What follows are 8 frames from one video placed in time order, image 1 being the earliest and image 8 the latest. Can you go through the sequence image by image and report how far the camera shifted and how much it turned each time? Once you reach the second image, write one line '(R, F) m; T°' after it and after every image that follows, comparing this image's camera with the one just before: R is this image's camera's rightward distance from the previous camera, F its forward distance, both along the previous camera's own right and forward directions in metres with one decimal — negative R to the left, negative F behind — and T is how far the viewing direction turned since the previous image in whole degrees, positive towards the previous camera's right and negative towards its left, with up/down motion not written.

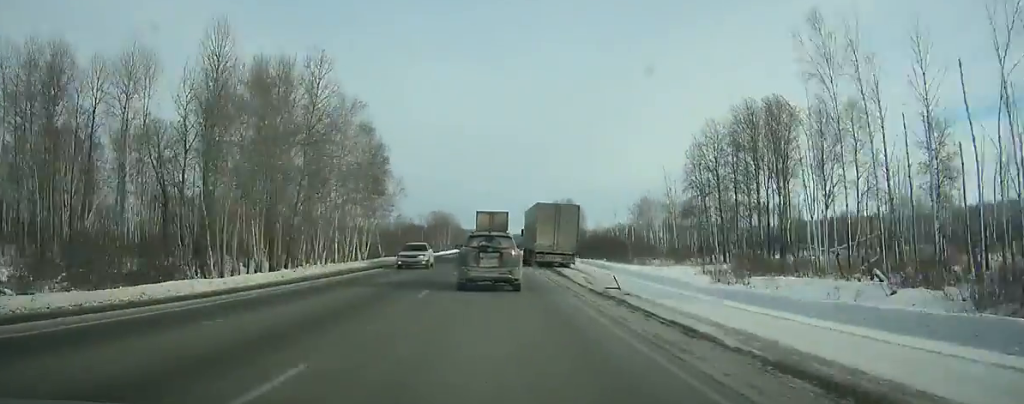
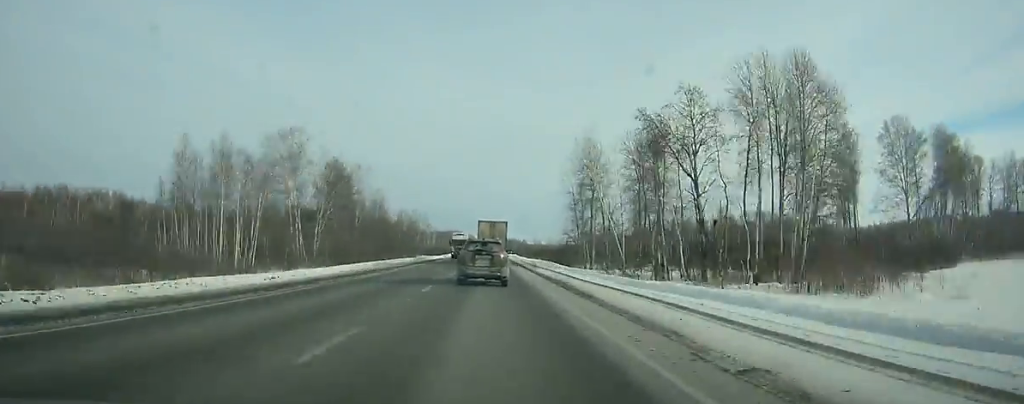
(+1.5, +203.2) m; 0°
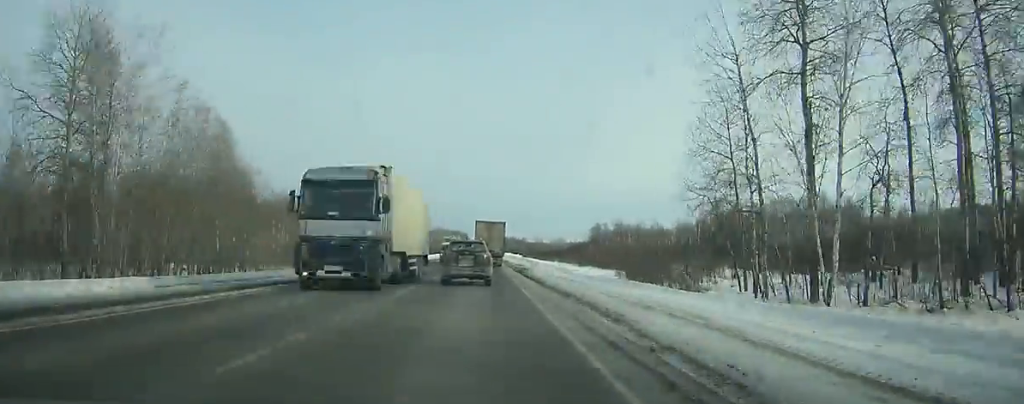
(+0.2, +72.7) m; 0°
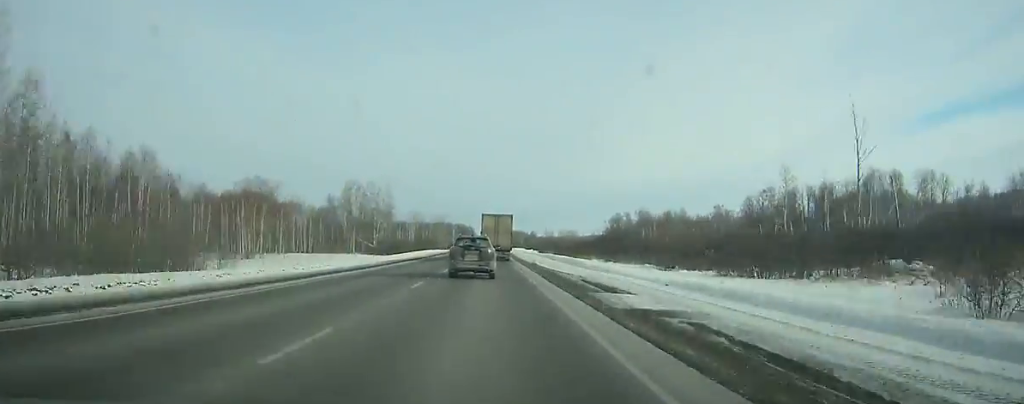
(-0.1, +48.4) m; 0°
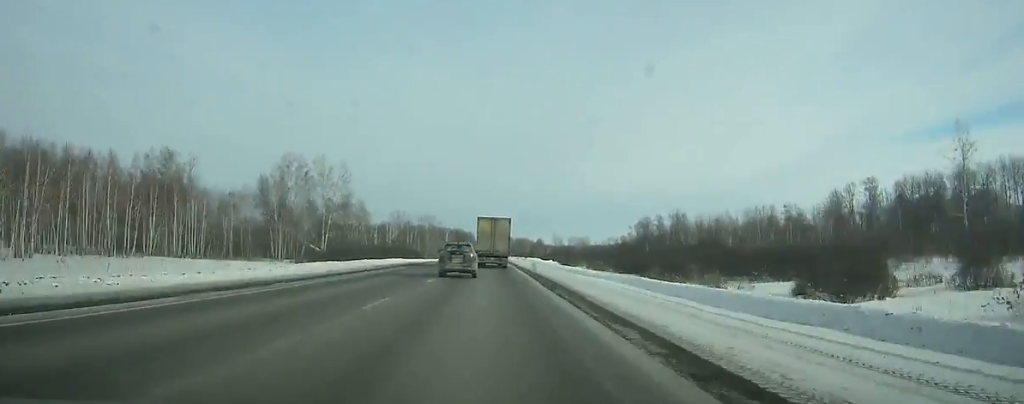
(-0.2, +67.4) m; 0°
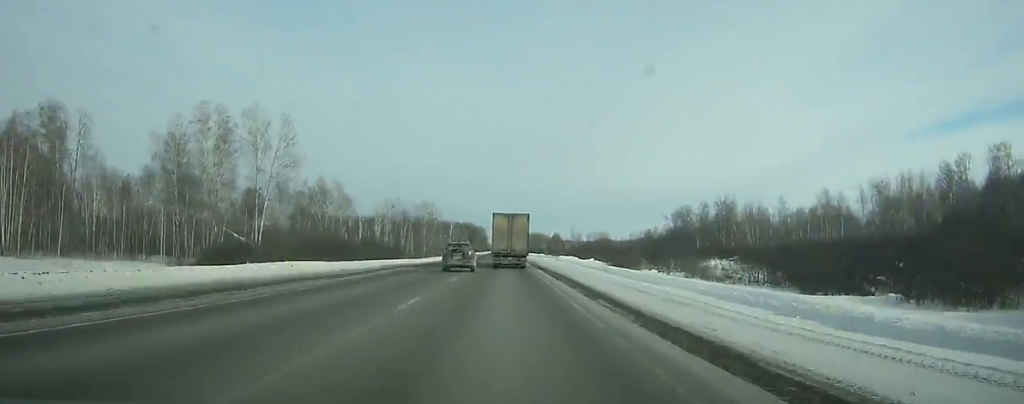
(-0.1, +49.2) m; 0°
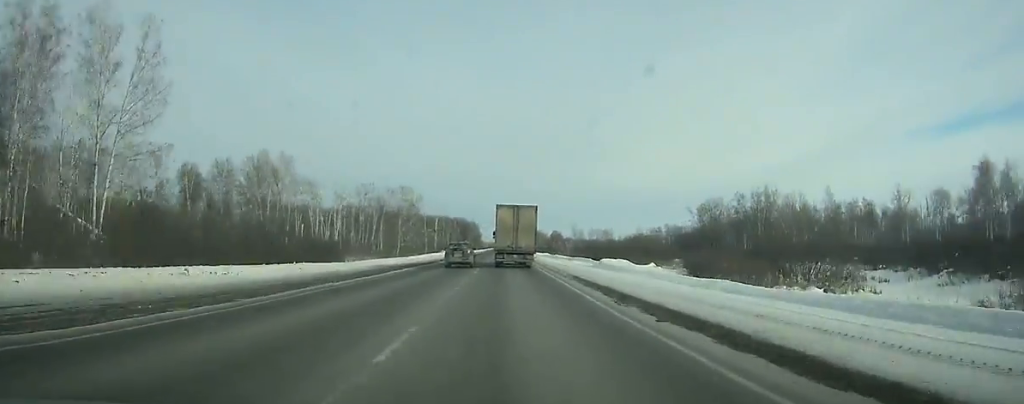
(-0.1, +42.8) m; 0°
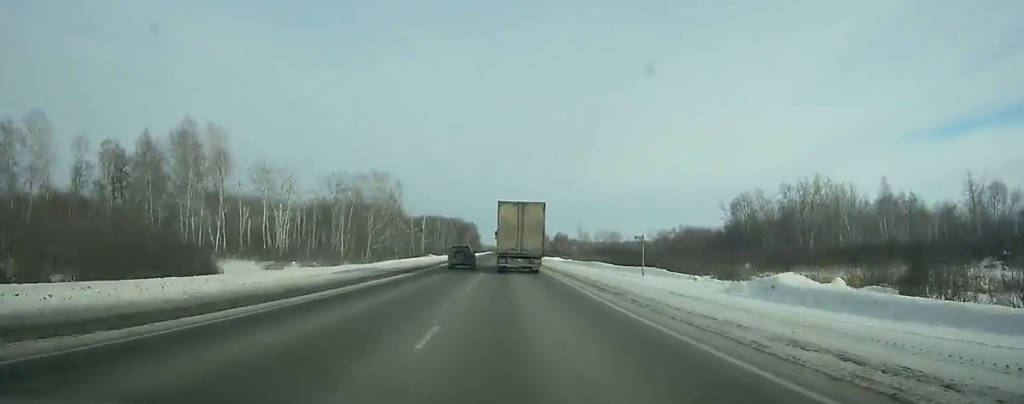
(0.0, +35.8) m; 0°
